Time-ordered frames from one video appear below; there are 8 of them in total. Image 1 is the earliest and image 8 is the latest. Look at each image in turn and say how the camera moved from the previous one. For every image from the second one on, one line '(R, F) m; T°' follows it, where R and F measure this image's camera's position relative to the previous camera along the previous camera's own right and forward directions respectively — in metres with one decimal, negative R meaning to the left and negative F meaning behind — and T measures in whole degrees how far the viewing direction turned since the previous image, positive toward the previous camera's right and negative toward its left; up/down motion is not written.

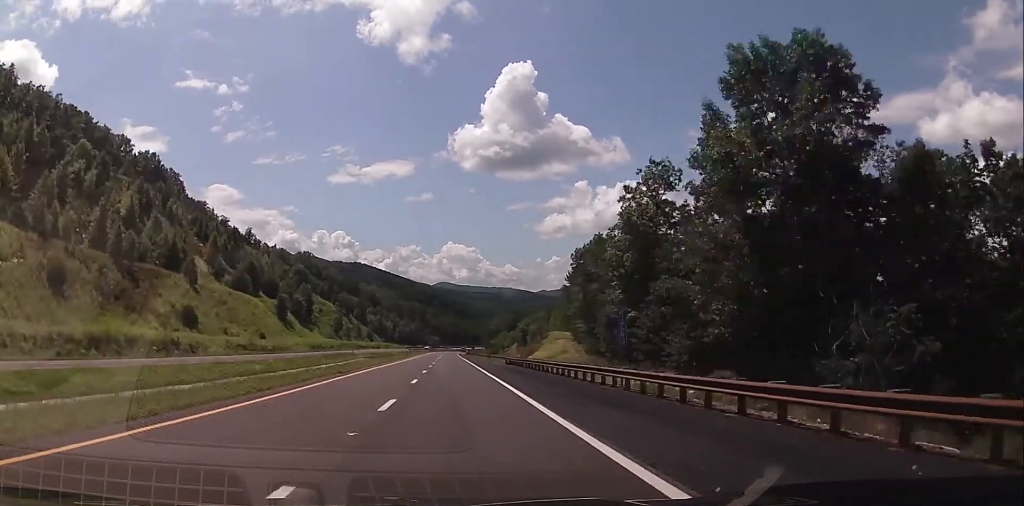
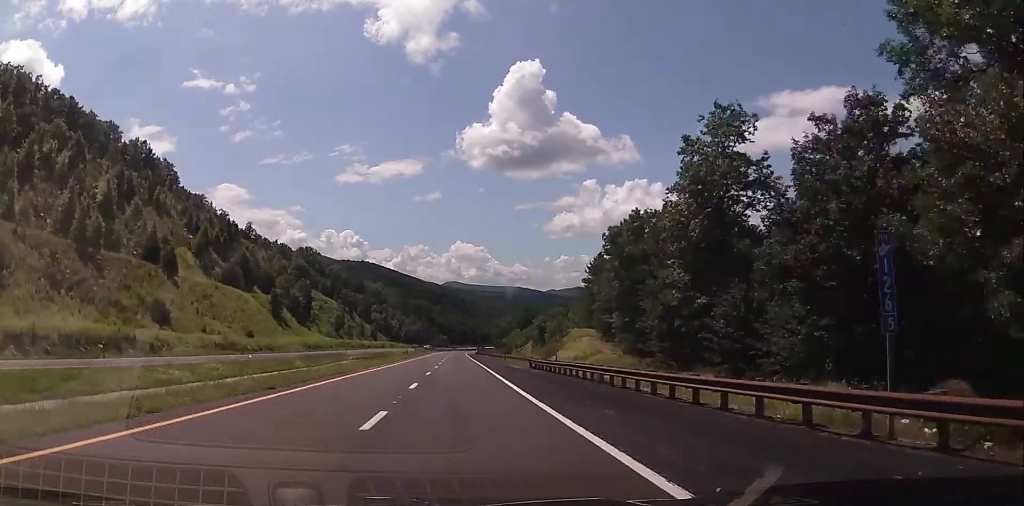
(-0.3, +15.9) m; -1°
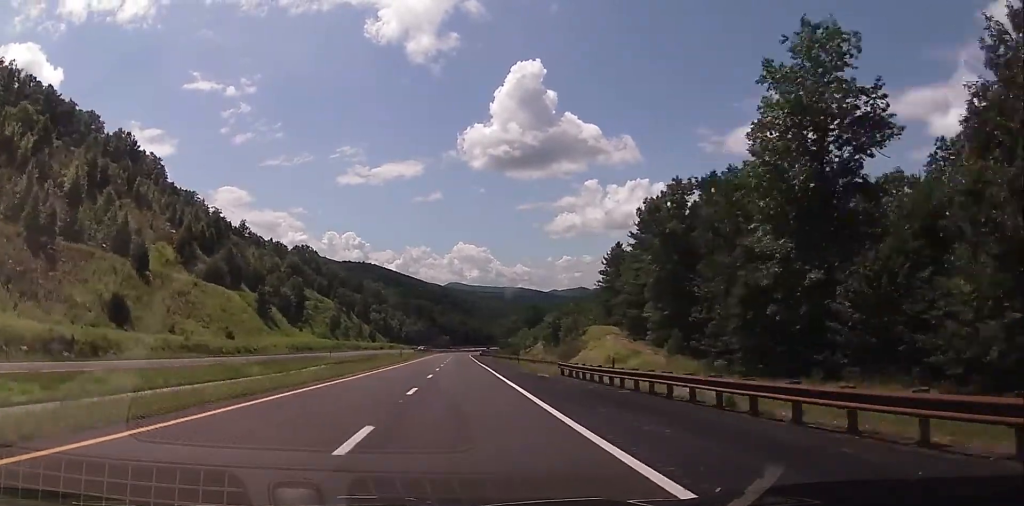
(-0.1, +14.7) m; 0°
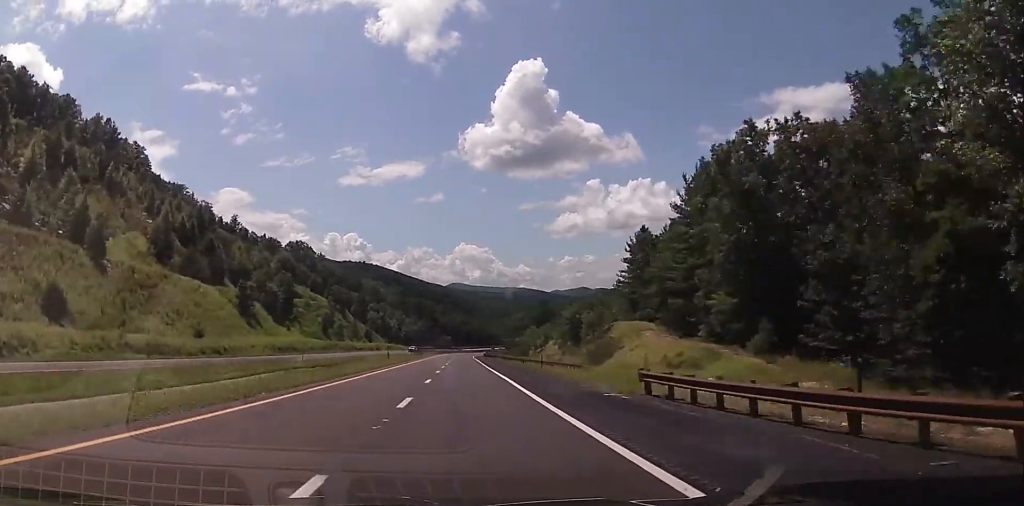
(0.0, +17.0) m; -1°
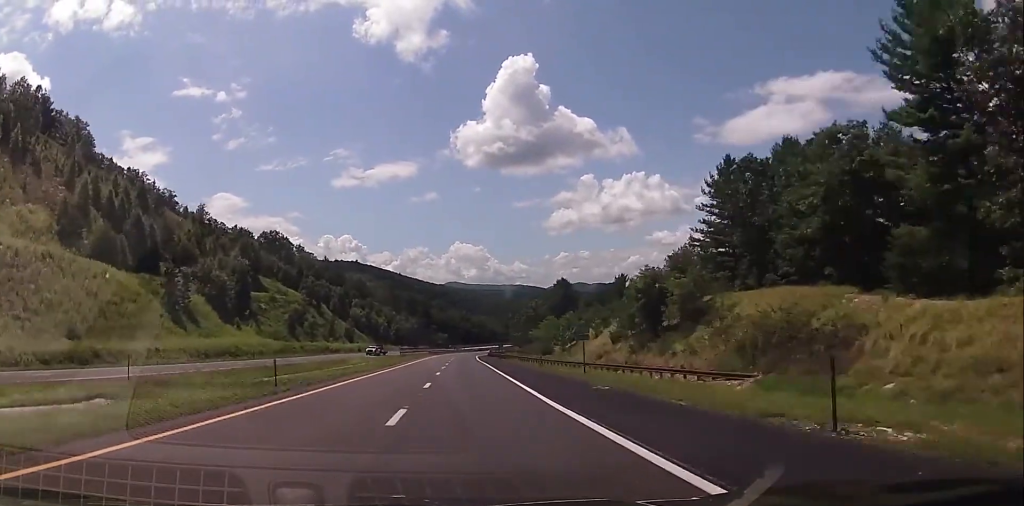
(-0.5, +39.8) m; -1°
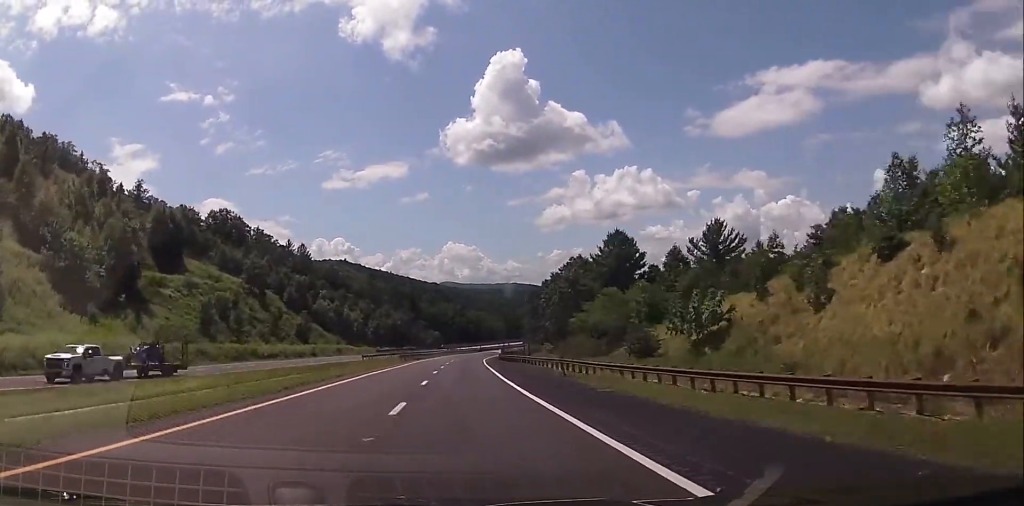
(-0.1, +58.2) m; 0°
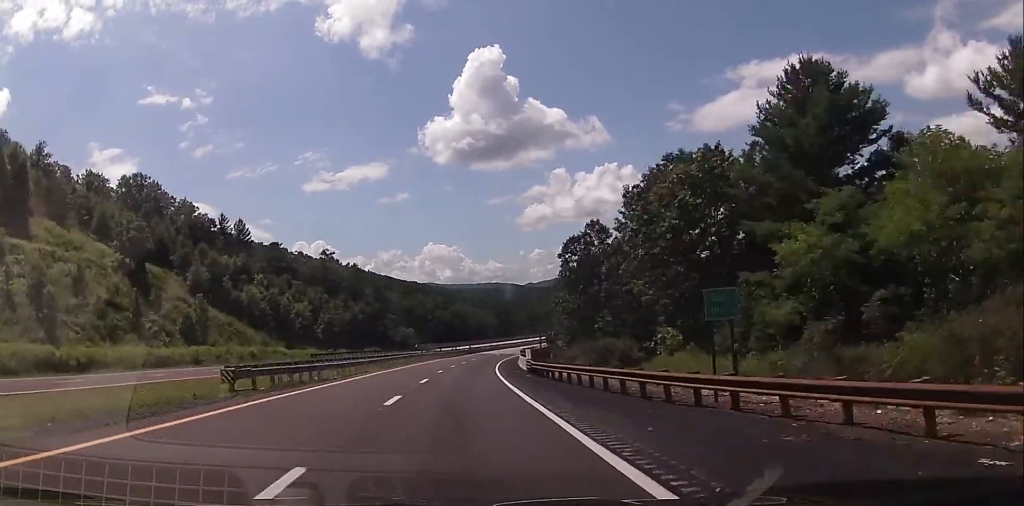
(+0.6, +58.6) m; +1°
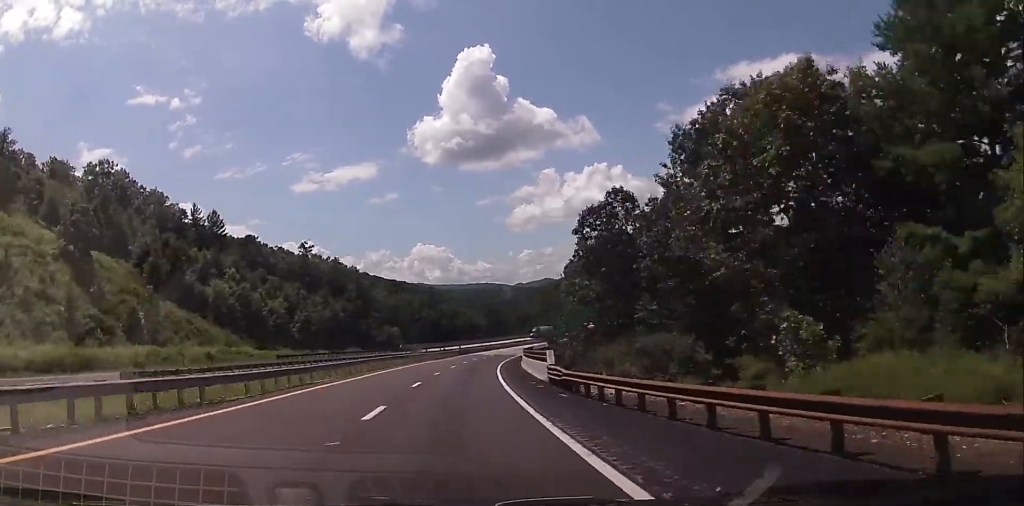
(0.0, +14.9) m; +1°
